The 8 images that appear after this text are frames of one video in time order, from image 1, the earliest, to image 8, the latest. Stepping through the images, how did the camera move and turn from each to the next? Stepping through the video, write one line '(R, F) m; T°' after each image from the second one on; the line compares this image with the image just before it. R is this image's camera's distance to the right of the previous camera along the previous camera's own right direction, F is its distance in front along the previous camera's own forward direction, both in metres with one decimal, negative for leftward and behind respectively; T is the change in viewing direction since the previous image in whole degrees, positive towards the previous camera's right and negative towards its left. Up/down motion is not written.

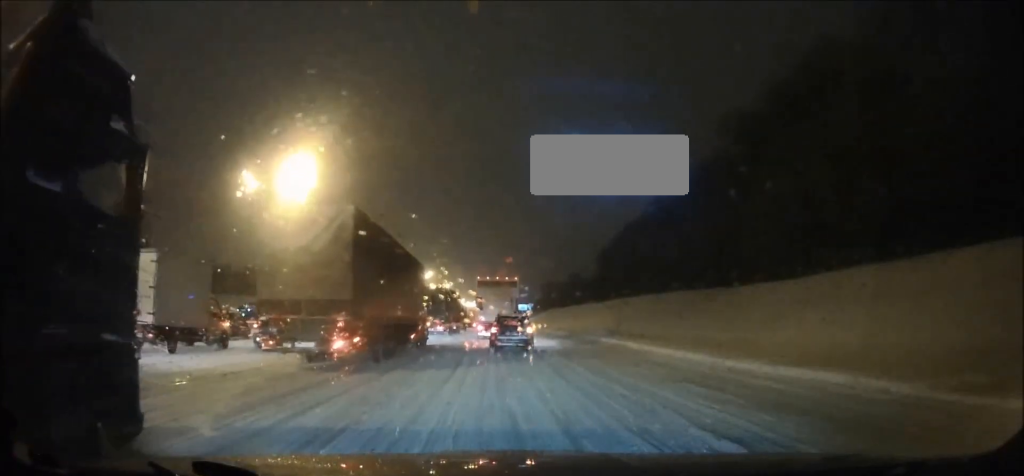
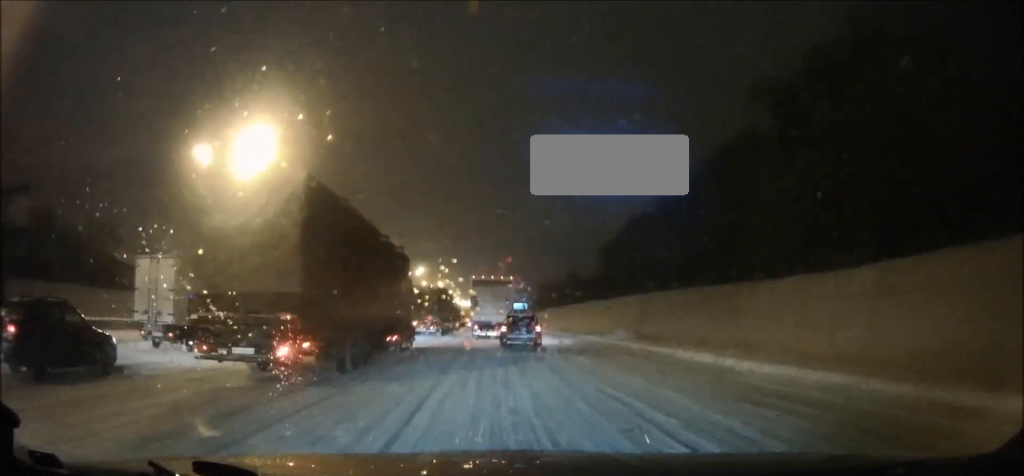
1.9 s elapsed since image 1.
(-0.1, +8.1) m; -1°
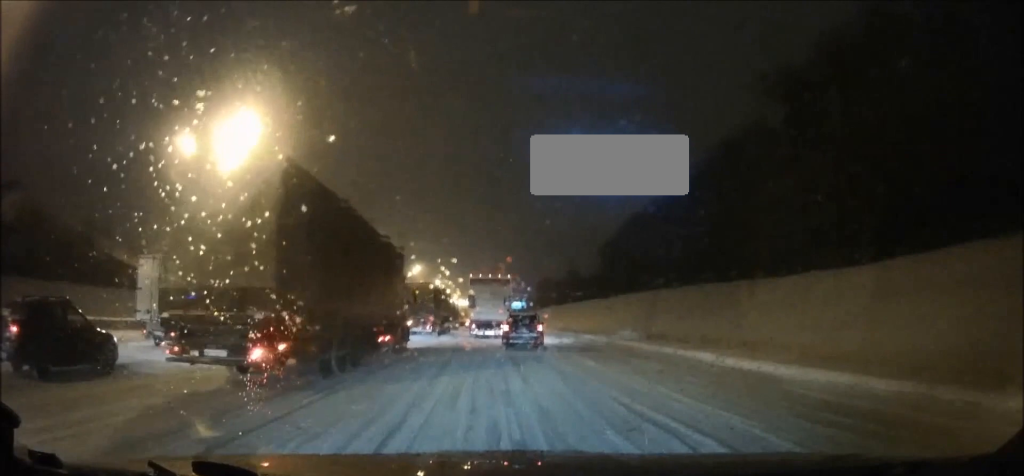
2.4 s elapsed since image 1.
(0.0, +2.4) m; 0°
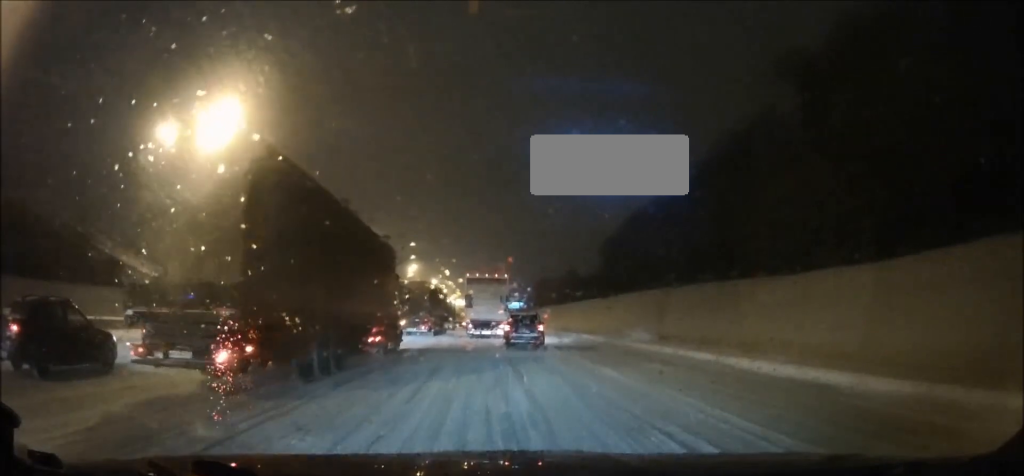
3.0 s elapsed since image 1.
(0.0, +2.5) m; 0°
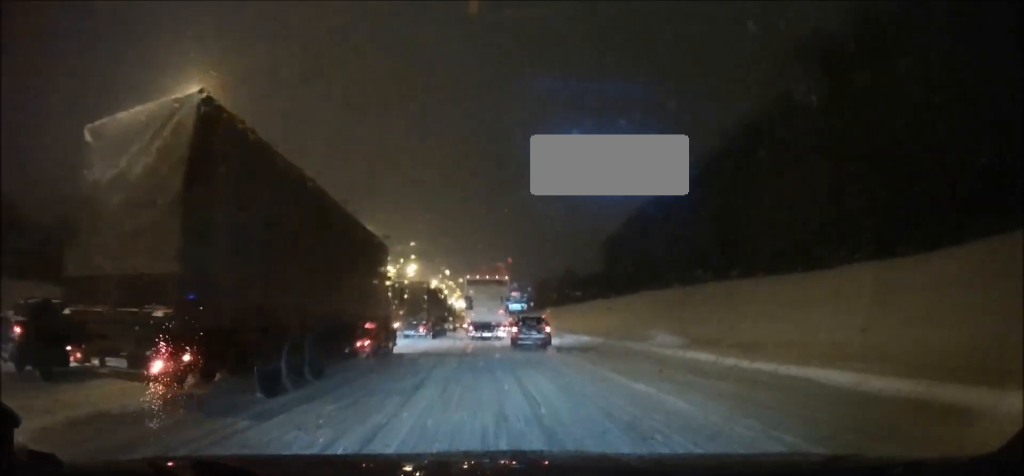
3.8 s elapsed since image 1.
(0.0, +3.7) m; 0°
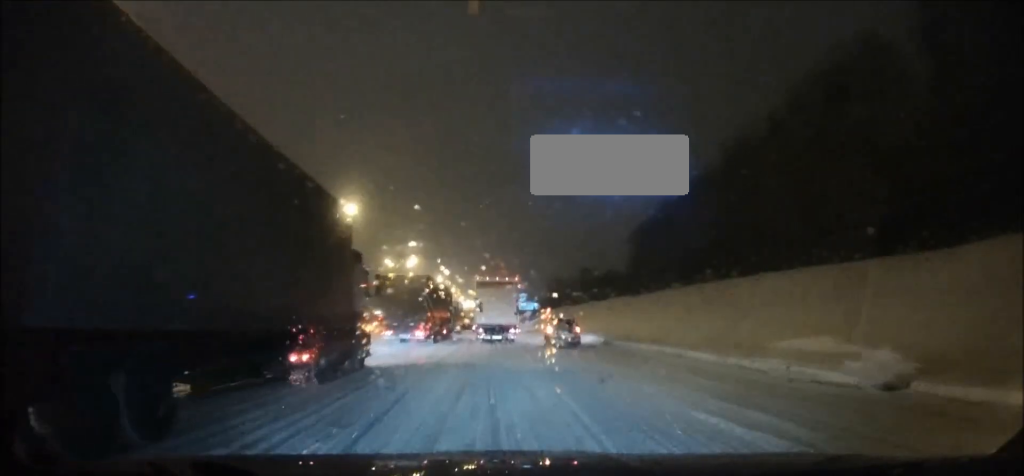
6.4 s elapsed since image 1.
(+0.1, +12.7) m; 0°
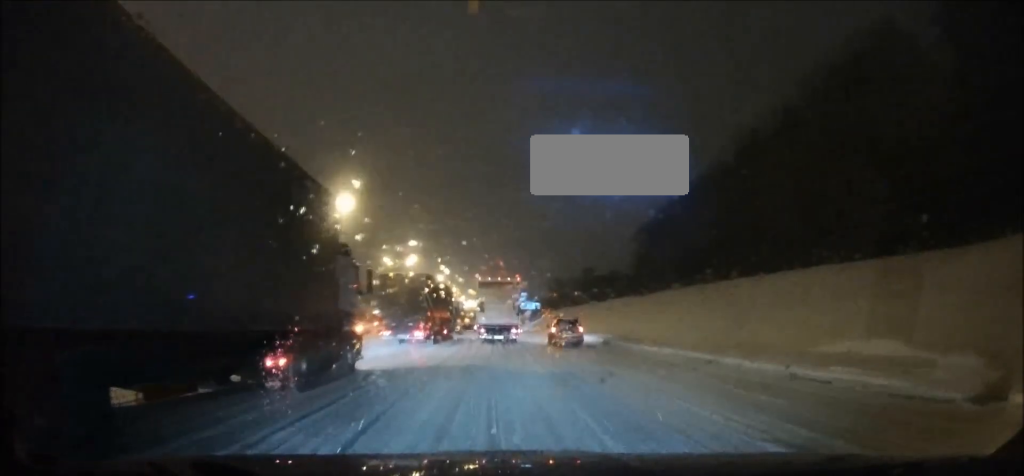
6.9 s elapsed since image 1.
(0.0, +2.5) m; 0°
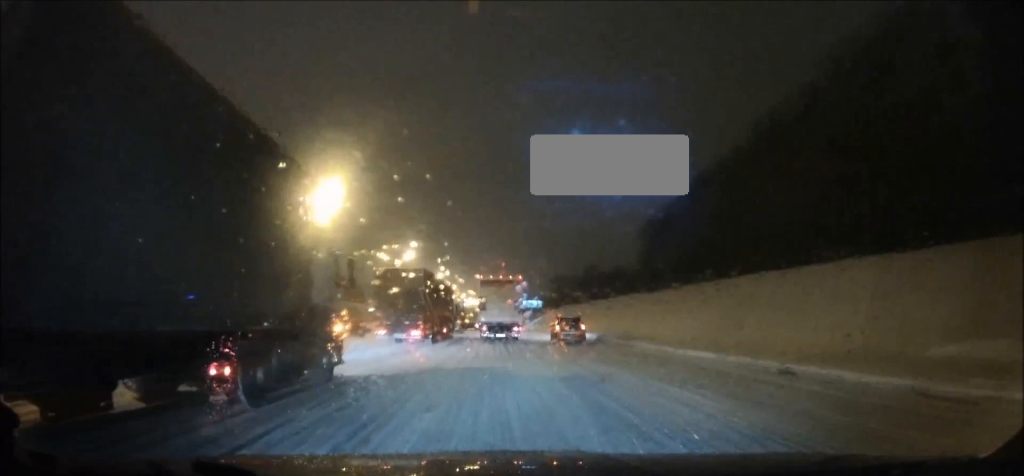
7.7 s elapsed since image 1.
(0.0, +4.2) m; 0°
